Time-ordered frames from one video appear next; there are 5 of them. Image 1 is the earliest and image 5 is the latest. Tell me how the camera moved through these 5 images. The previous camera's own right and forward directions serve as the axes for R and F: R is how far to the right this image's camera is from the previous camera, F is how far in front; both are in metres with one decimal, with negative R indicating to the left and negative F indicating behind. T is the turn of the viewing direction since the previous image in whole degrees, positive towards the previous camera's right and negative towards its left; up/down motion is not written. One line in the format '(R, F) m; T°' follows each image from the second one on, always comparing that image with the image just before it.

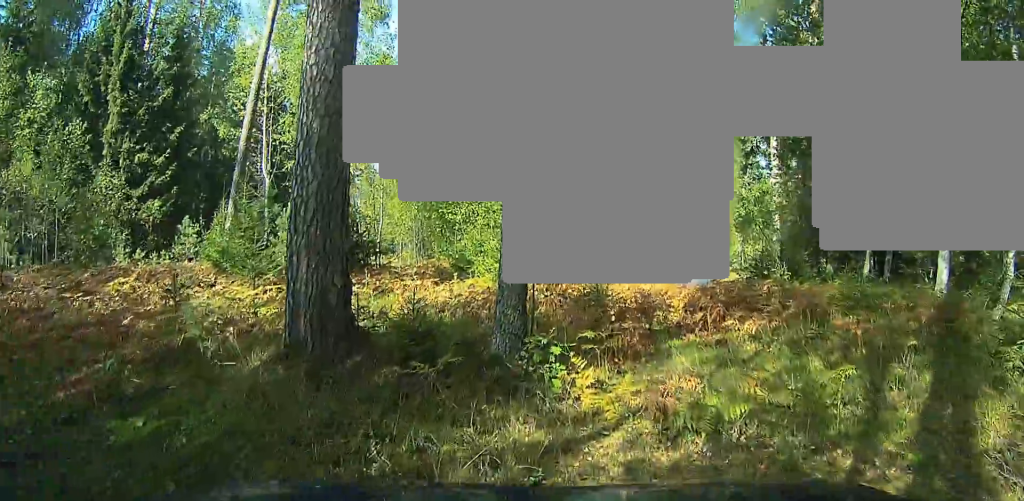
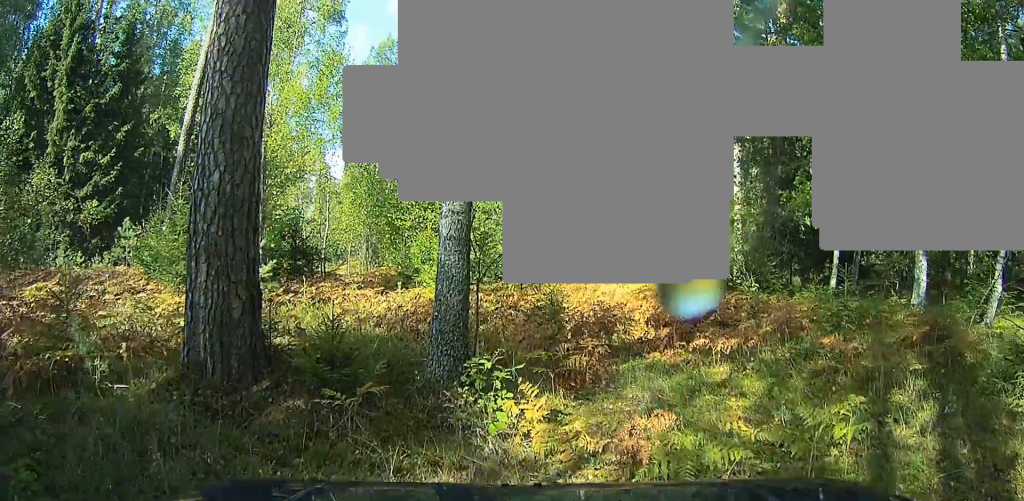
(+0.2, +0.9) m; 0°
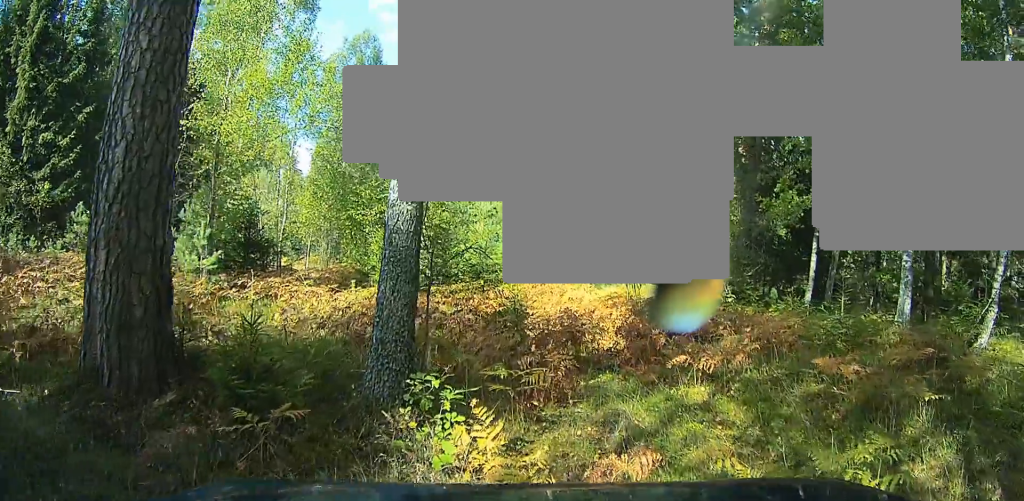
(+0.1, +0.8) m; 0°
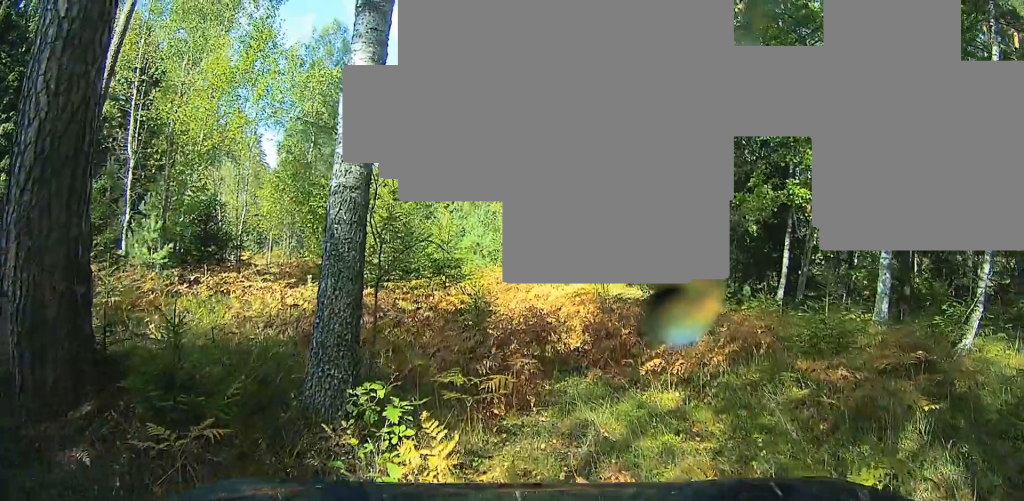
(0.0, +0.6) m; 0°
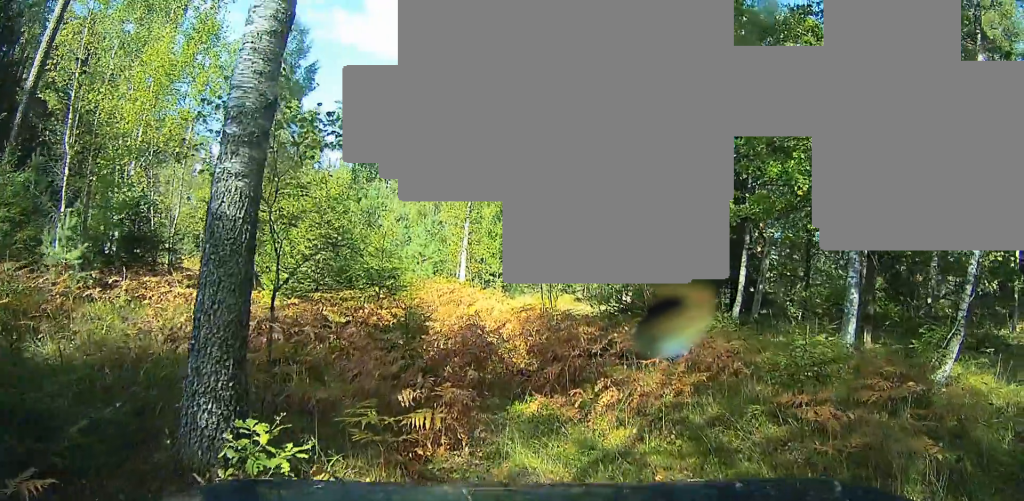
(0.0, +1.1) m; 0°
